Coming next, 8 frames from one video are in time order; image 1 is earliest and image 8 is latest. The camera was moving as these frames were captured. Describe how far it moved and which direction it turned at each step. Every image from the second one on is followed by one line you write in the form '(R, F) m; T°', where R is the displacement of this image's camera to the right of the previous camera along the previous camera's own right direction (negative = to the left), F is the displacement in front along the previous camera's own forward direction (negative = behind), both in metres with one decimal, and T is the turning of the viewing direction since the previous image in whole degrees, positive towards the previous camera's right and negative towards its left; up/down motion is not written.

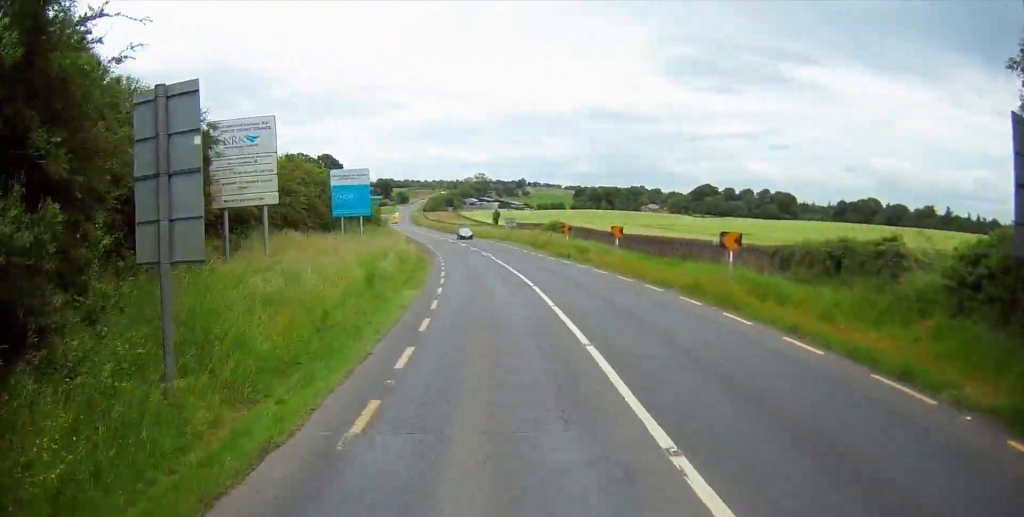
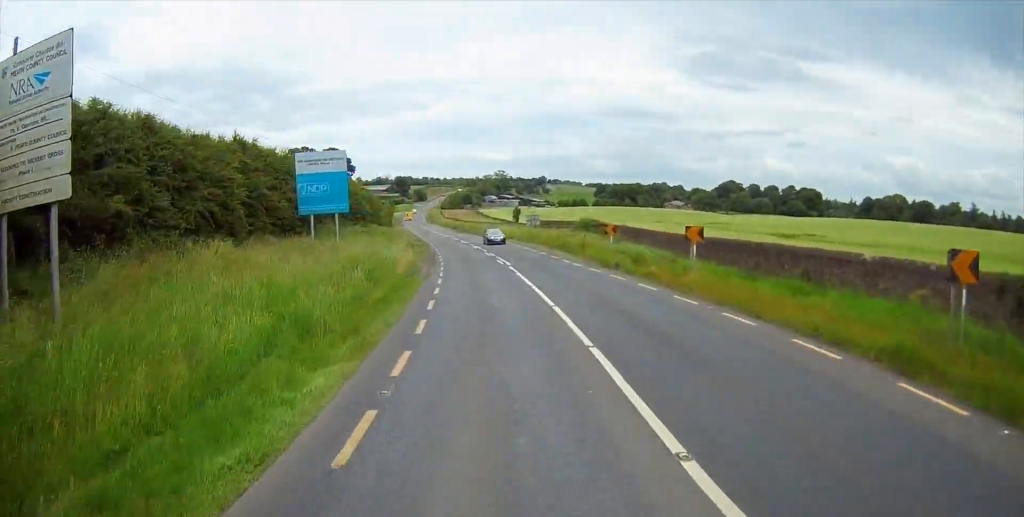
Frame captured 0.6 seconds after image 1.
(0.0, +12.5) m; 0°
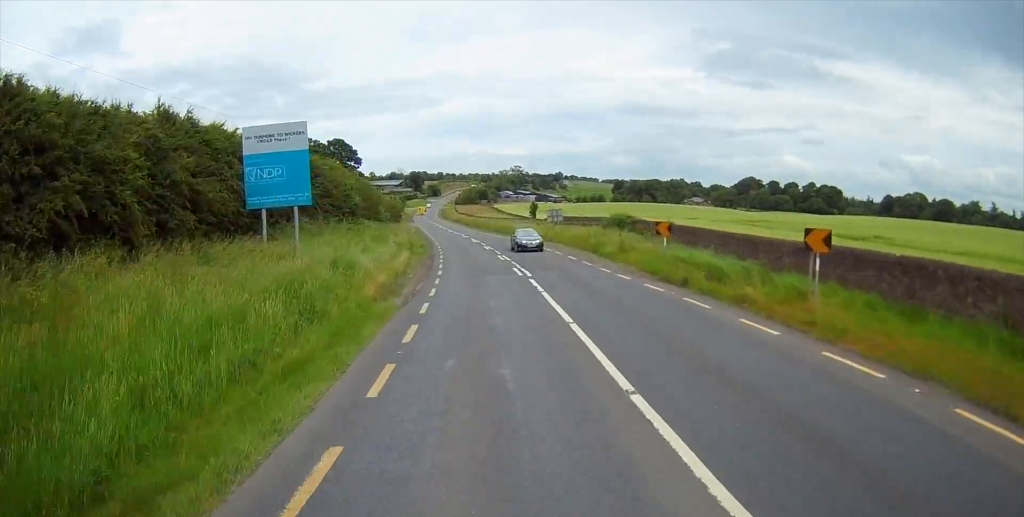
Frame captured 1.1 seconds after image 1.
(+0.1, +9.8) m; -1°
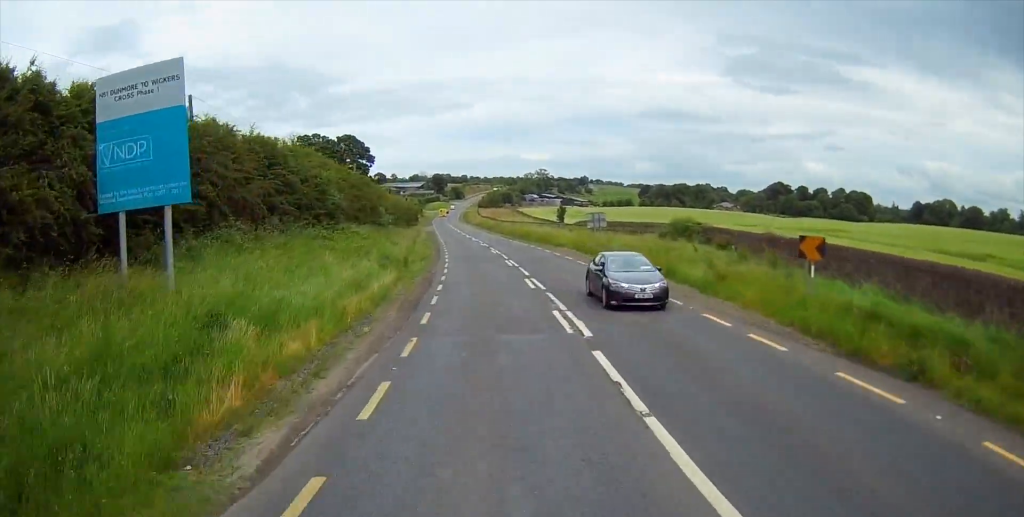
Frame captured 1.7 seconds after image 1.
(-0.1, +12.6) m; -1°
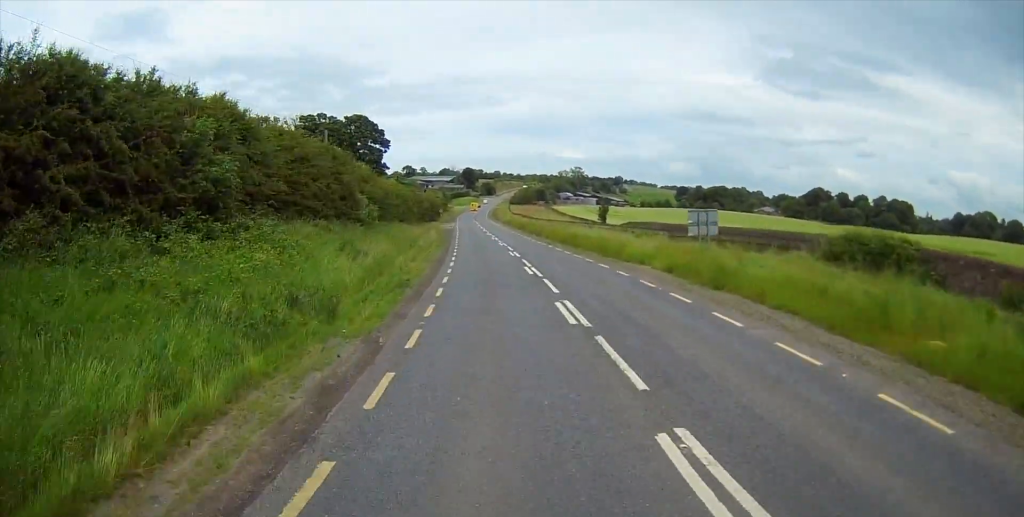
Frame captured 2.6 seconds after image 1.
(-0.4, +19.1) m; -2°
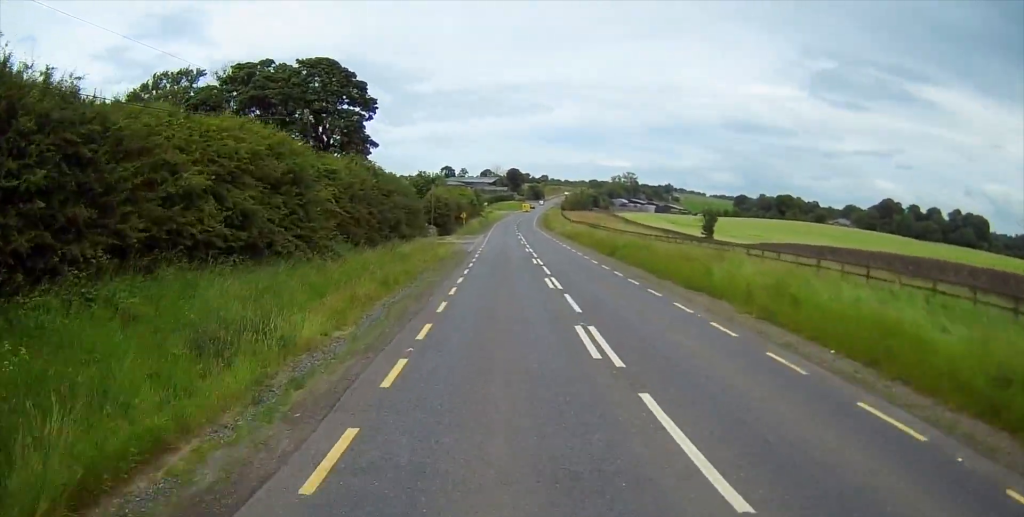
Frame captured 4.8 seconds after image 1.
(-2.9, +48.5) m; -6°
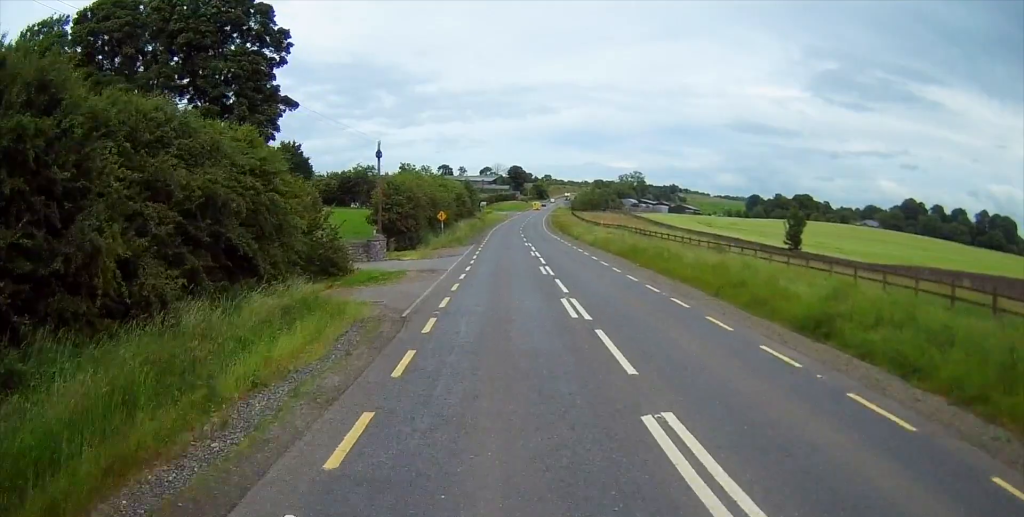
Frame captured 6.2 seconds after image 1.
(-0.2, +30.2) m; -2°
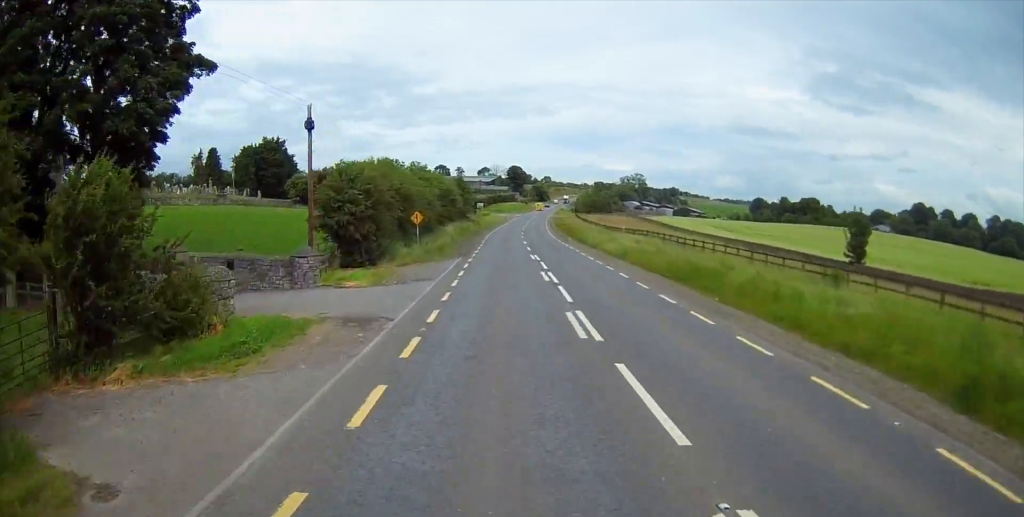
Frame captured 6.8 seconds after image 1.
(-0.2, +14.1) m; 0°
